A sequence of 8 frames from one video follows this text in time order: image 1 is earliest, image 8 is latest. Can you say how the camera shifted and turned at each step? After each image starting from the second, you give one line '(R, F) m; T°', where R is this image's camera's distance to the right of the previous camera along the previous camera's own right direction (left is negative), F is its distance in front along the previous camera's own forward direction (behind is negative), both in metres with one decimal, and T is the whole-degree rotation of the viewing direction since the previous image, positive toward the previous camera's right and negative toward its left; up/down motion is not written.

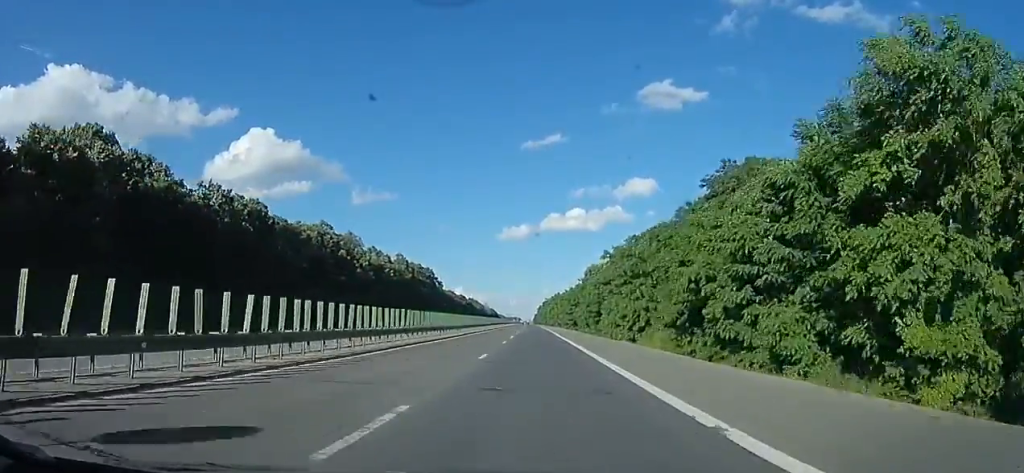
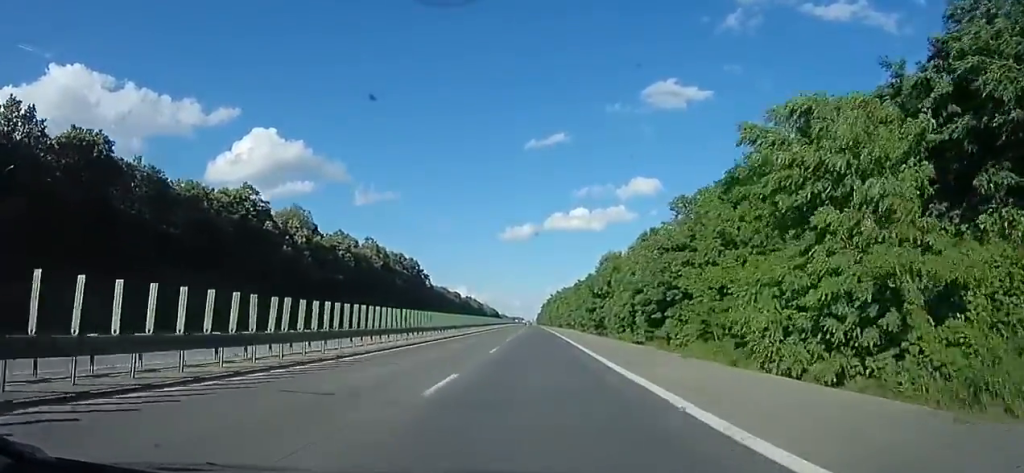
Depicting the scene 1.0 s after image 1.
(-0.8, +31.4) m; -2°
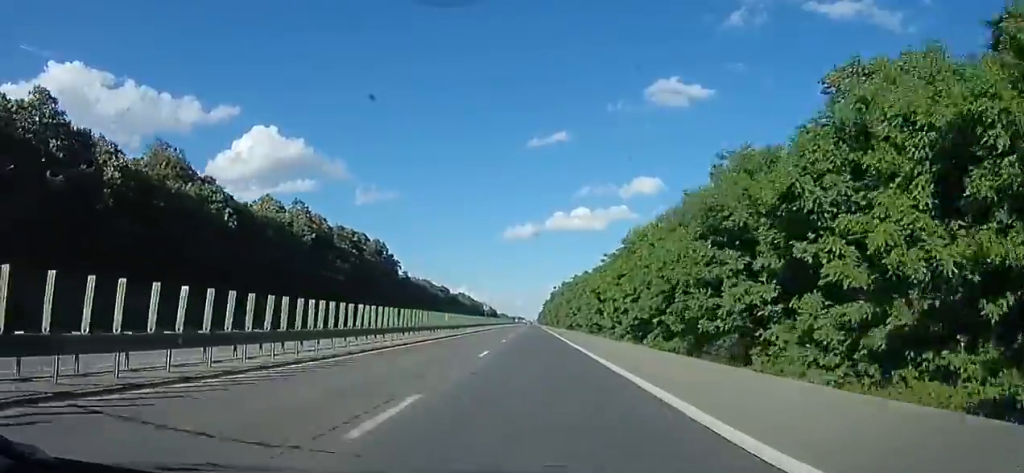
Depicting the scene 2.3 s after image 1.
(-0.4, +39.3) m; 0°
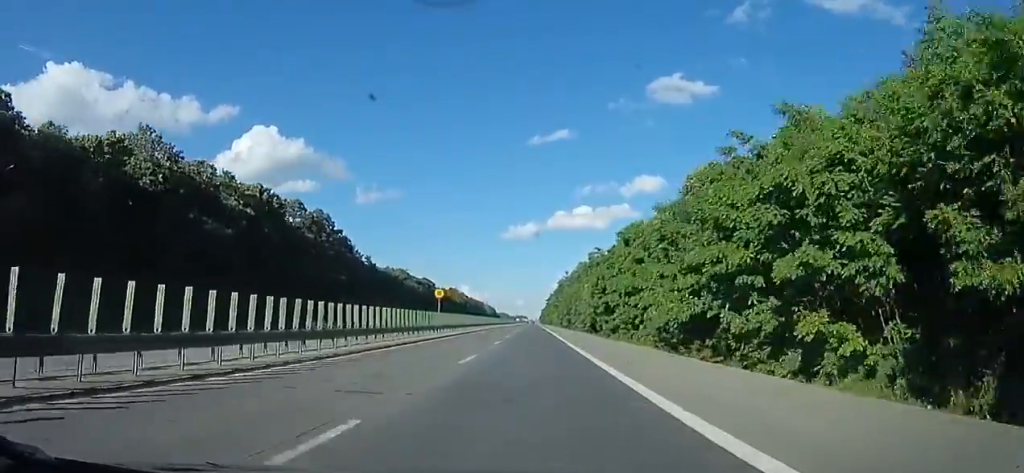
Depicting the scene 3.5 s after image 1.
(+0.7, +38.1) m; +2°
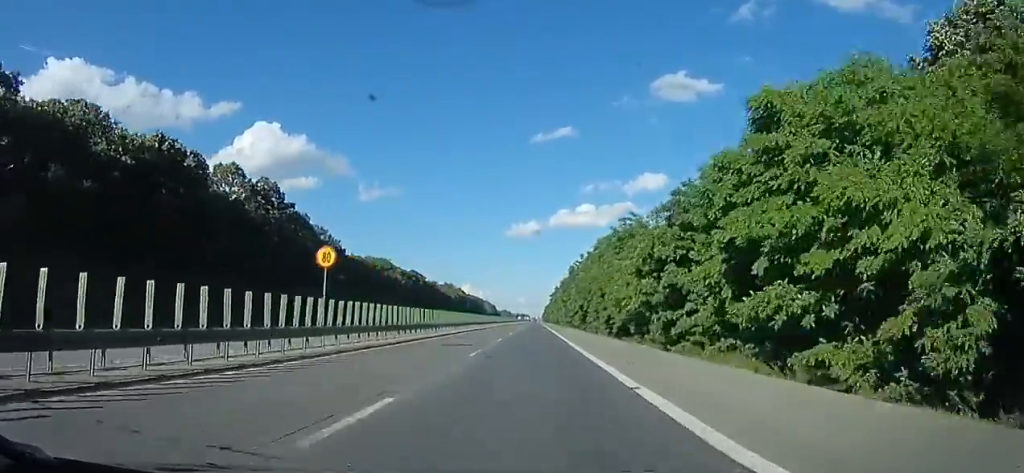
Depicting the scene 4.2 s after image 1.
(+1.0, +22.1) m; 0°
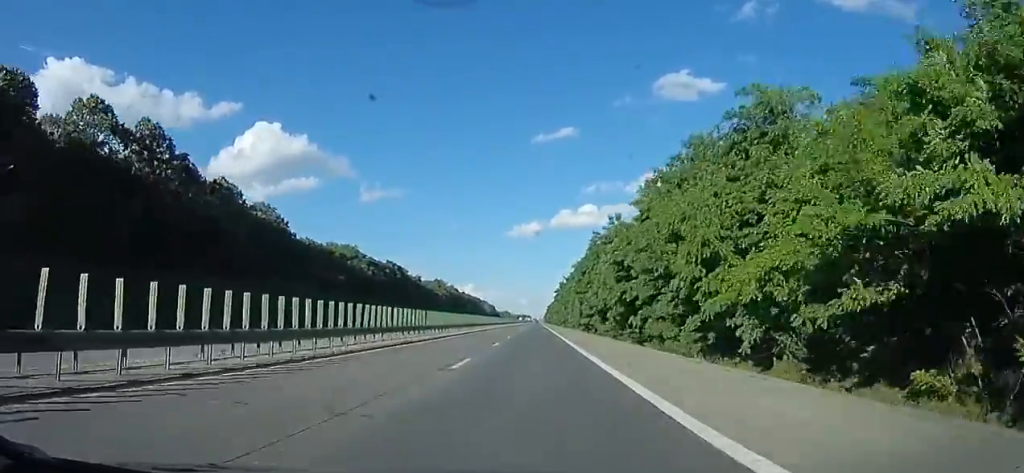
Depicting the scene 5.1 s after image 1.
(-1.3, +27.8) m; -2°
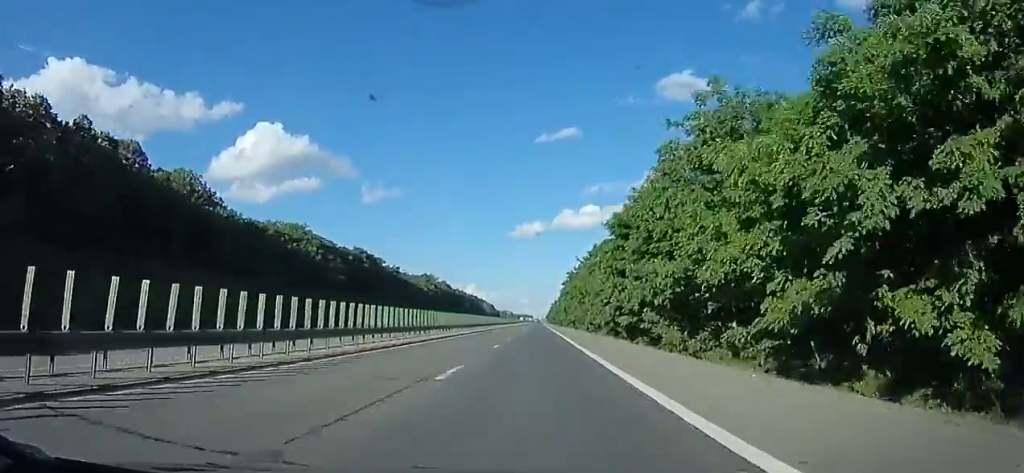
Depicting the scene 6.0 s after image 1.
(-0.1, +26.4) m; 0°
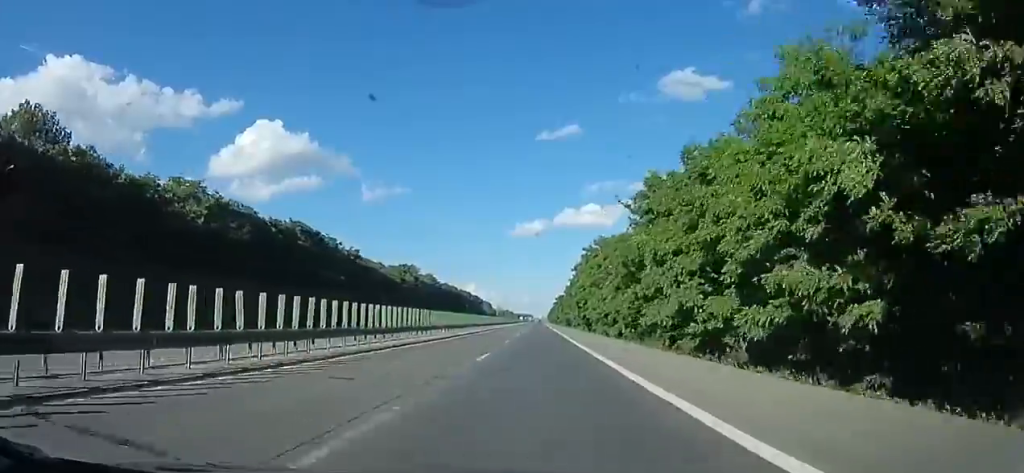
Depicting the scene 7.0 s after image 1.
(0.0, +30.3) m; -1°
